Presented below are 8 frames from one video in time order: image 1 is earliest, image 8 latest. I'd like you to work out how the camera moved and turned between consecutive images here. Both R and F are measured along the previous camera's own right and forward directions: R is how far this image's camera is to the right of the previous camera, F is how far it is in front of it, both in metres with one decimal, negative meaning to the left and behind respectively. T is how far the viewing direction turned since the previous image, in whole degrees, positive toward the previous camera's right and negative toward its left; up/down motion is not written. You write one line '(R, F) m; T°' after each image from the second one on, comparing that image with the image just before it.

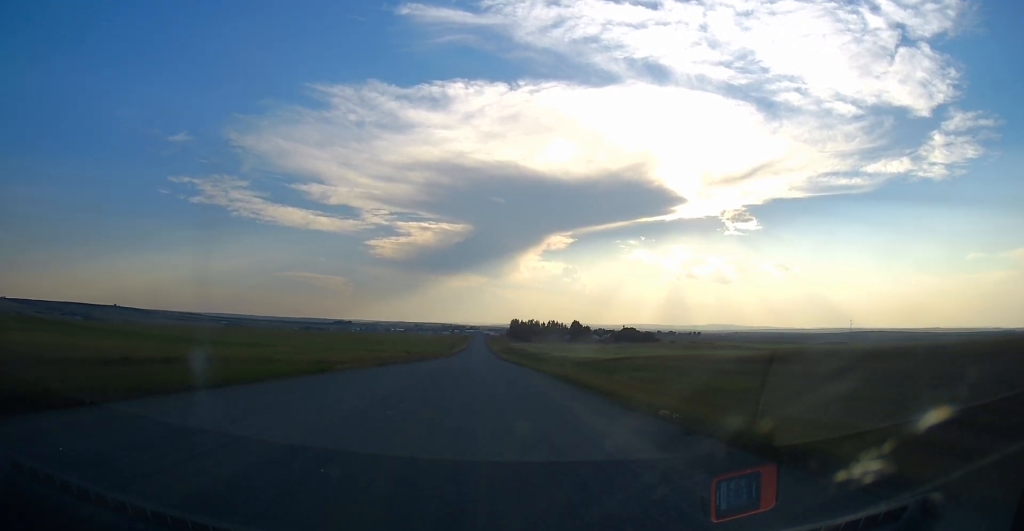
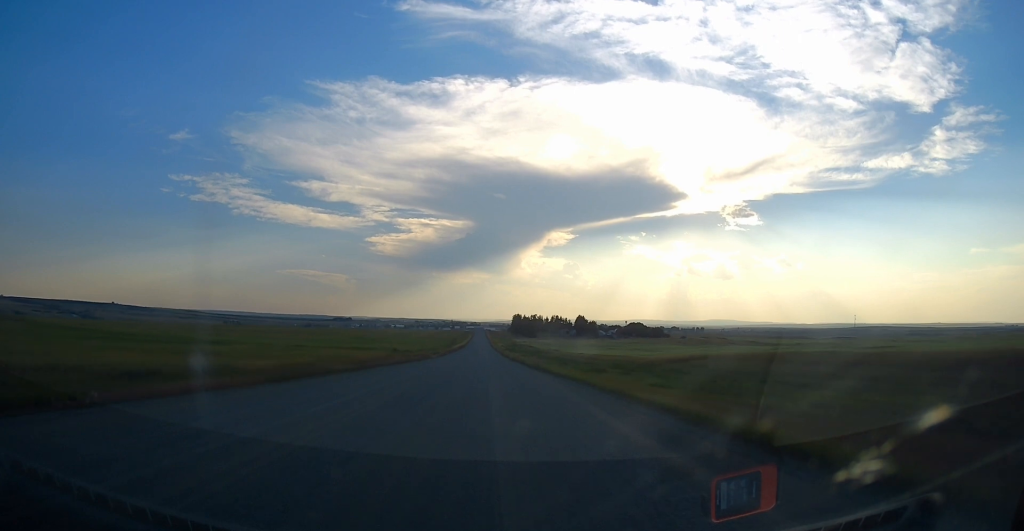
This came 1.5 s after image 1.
(-0.5, +25.6) m; -2°
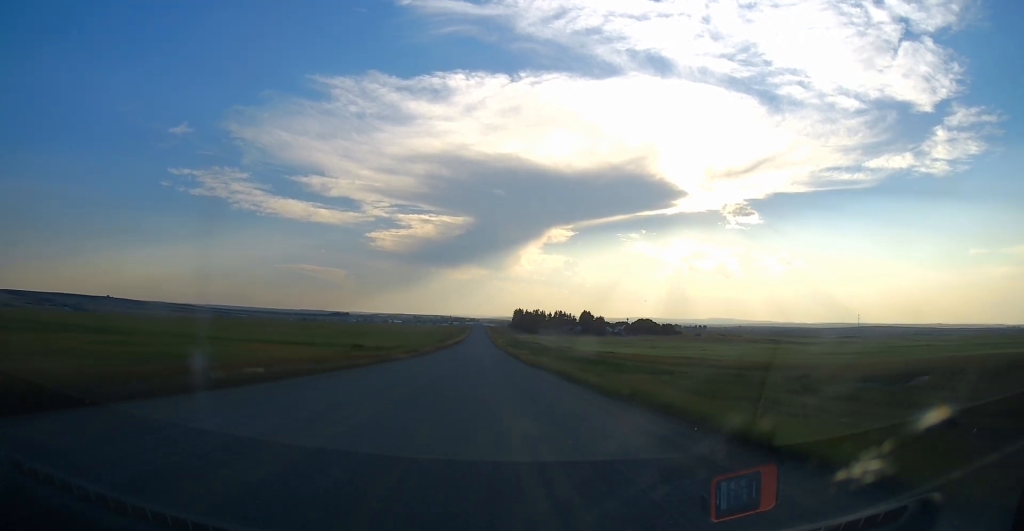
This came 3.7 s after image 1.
(0.0, +36.0) m; 0°
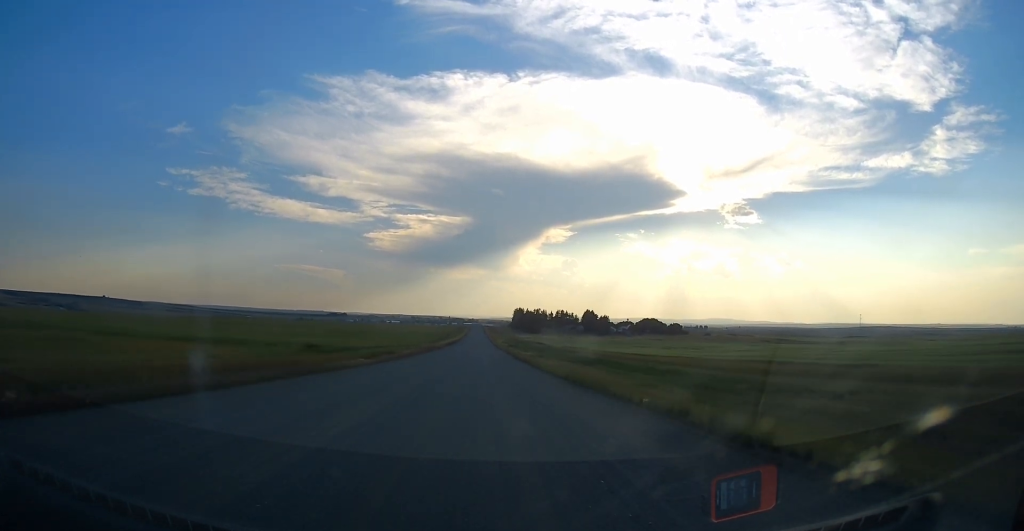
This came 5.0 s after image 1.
(0.0, +22.9) m; 0°
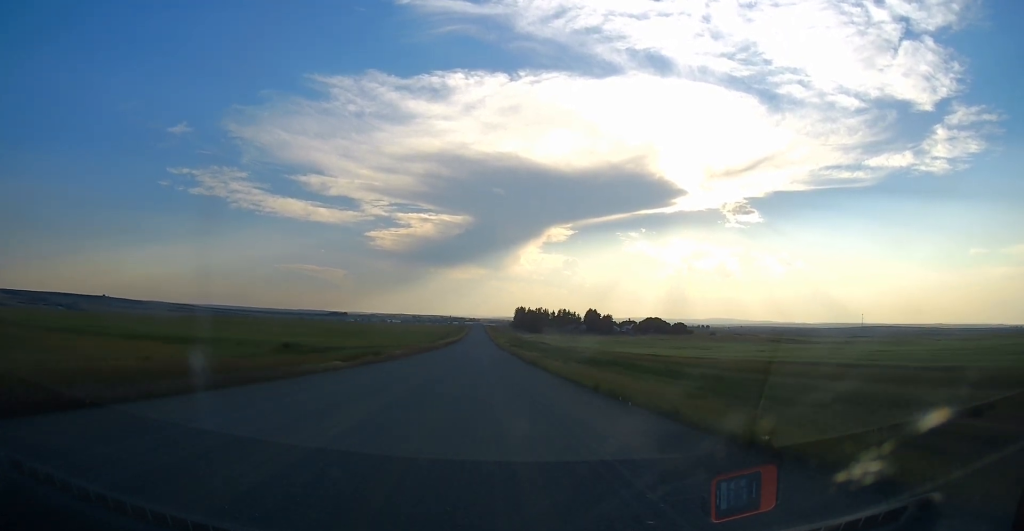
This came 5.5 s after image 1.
(0.0, +8.1) m; 0°
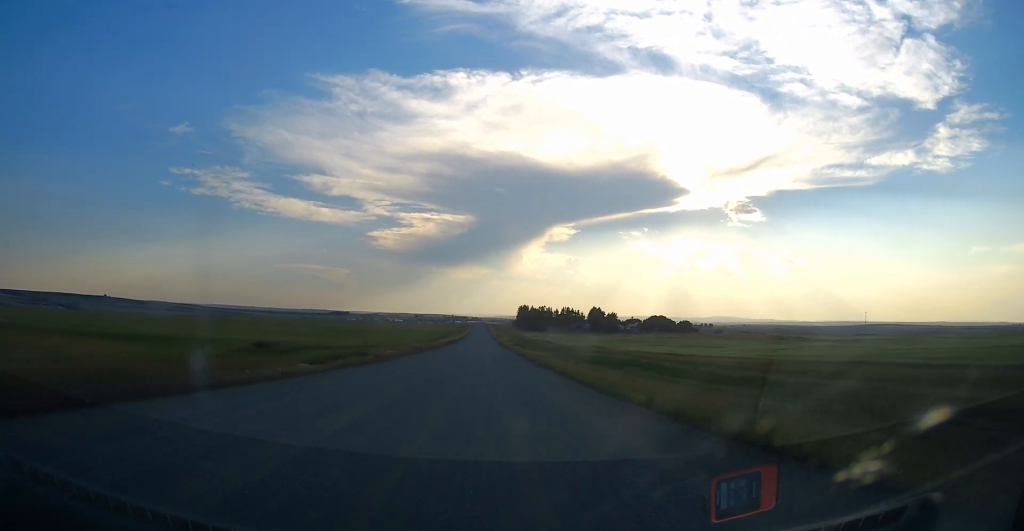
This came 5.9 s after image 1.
(-0.1, +7.6) m; +1°
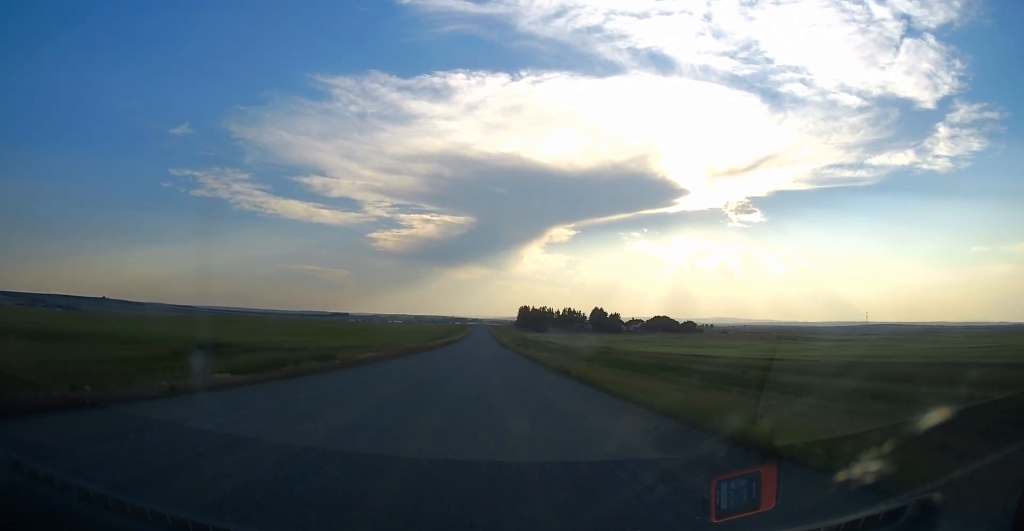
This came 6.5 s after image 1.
(+0.1, +10.0) m; 0°
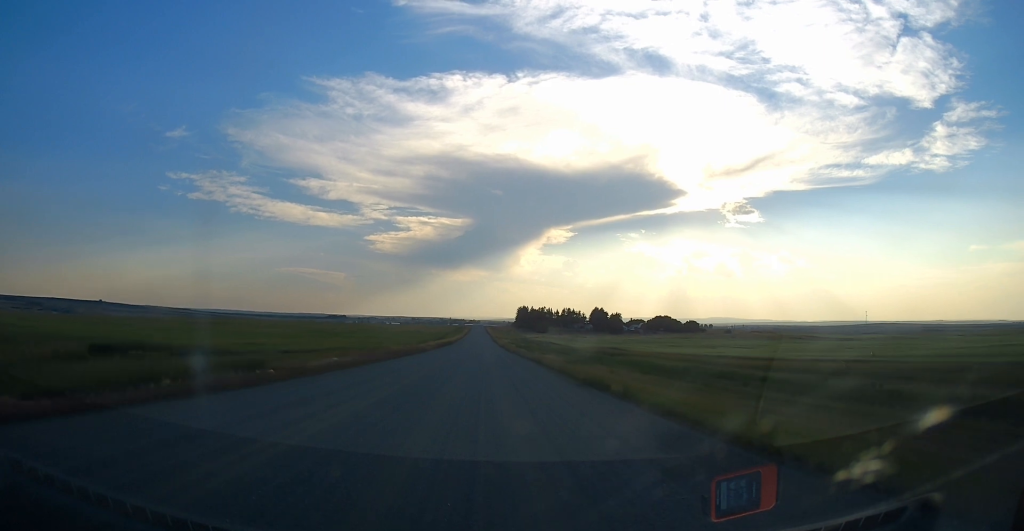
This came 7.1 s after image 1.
(+0.3, +11.3) m; 0°
